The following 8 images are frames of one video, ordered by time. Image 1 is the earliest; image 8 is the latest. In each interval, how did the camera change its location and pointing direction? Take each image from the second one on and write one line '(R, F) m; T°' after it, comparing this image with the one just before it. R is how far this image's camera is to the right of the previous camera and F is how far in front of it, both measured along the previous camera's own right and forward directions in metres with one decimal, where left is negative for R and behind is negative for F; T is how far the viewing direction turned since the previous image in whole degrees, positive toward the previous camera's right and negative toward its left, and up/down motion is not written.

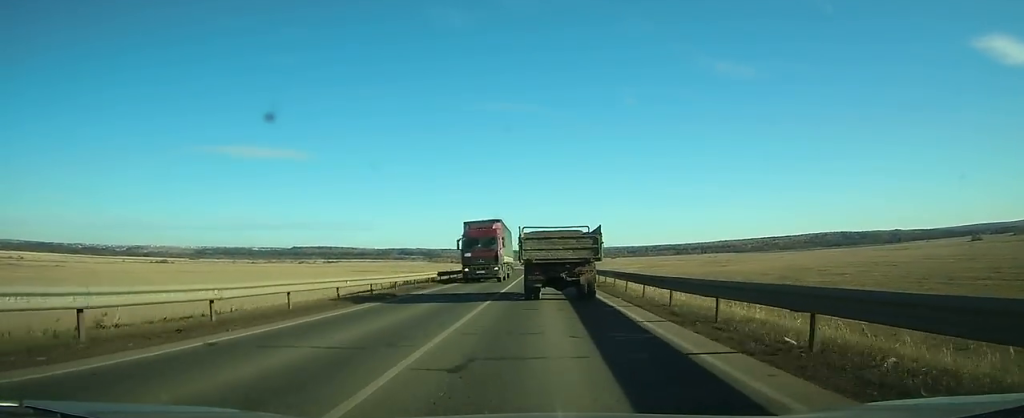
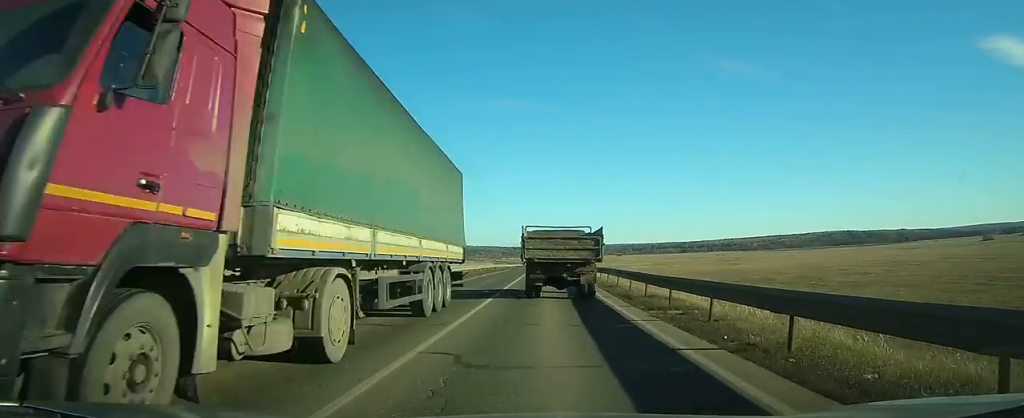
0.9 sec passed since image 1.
(0.0, +16.1) m; 0°
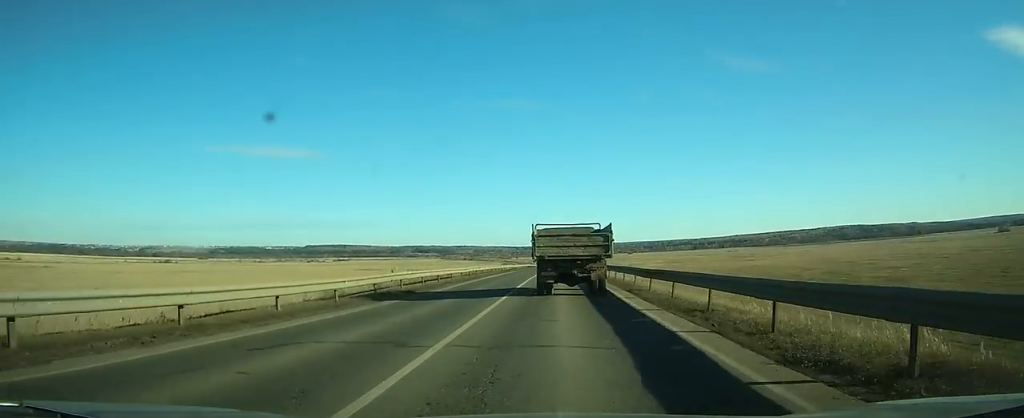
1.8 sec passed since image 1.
(-0.1, +14.9) m; 0°
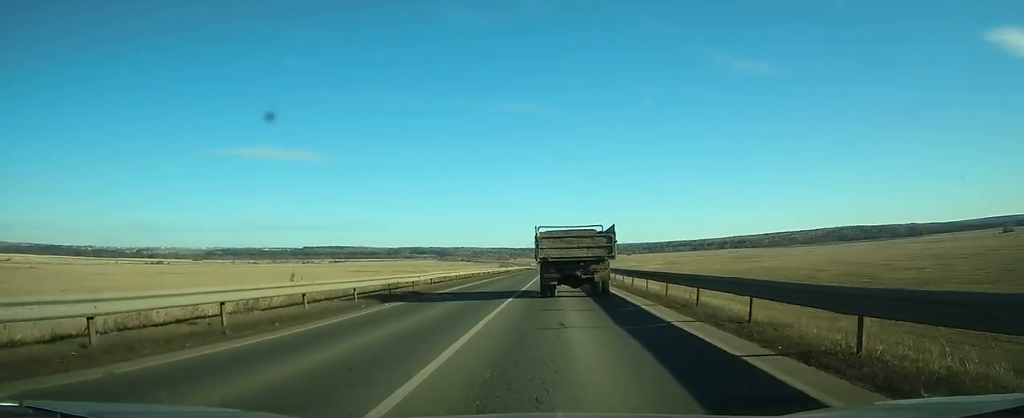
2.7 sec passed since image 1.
(+0.2, +15.0) m; 0°
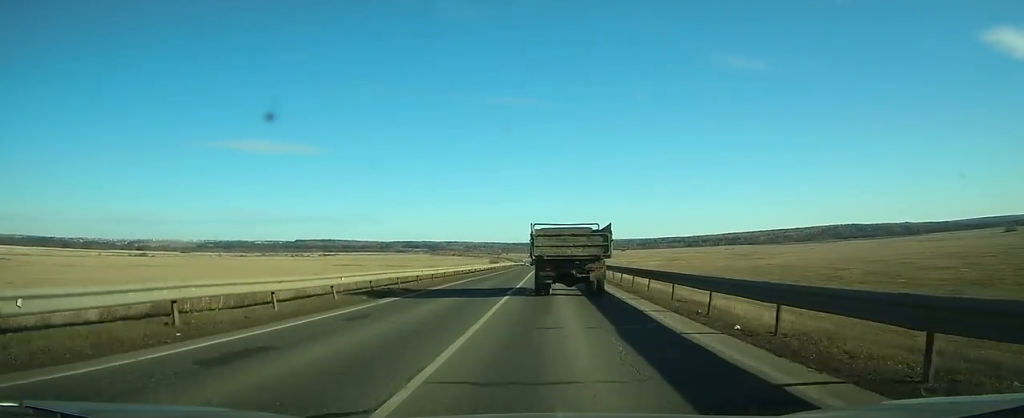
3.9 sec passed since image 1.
(+0.2, +21.9) m; 0°
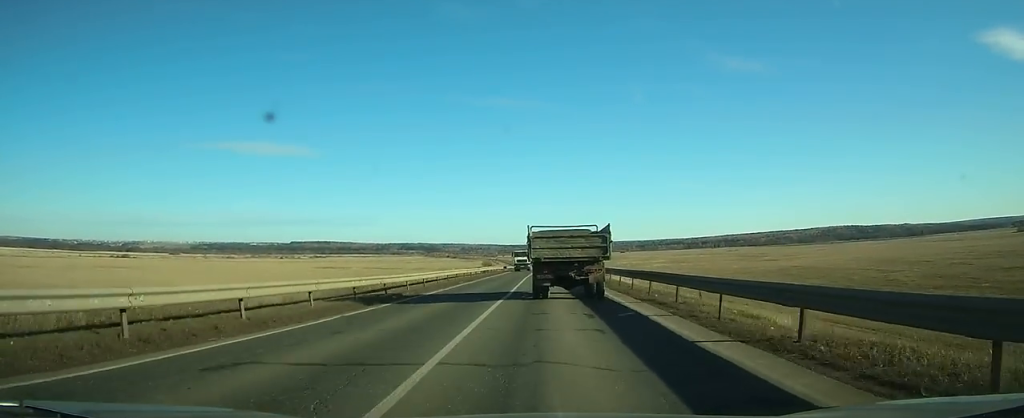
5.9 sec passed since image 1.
(-0.1, +33.6) m; 0°
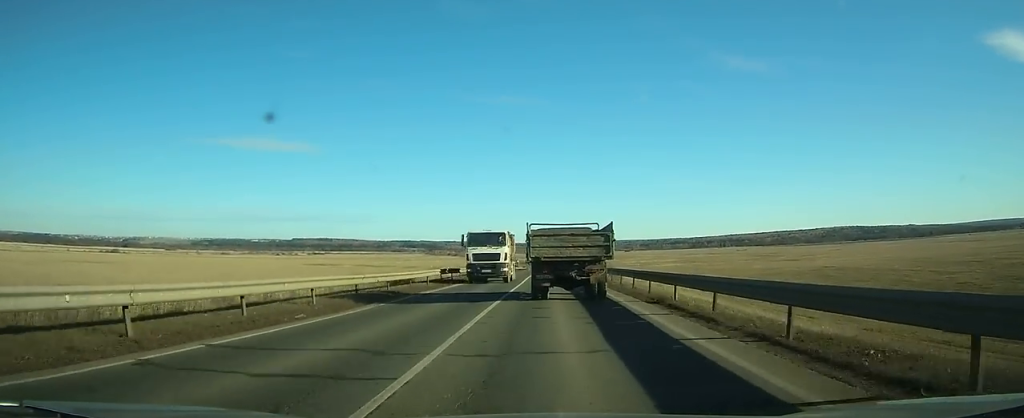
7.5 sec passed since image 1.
(+0.1, +28.0) m; 0°
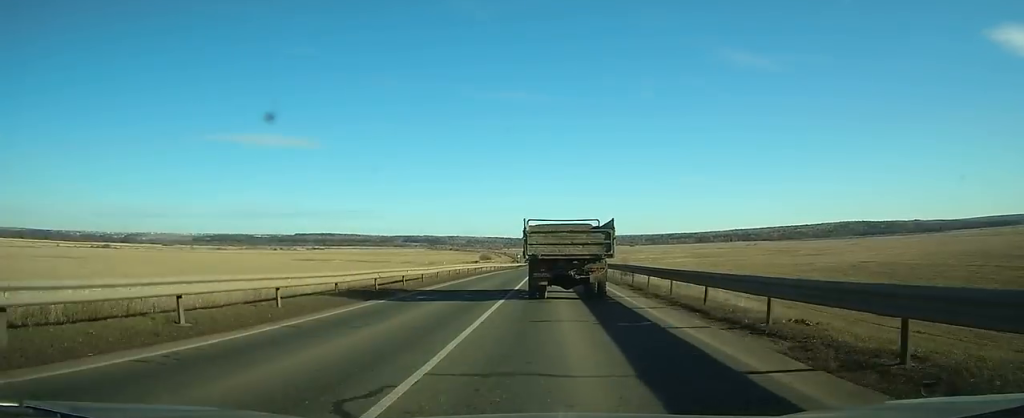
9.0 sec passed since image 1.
(-0.3, +26.9) m; -1°
